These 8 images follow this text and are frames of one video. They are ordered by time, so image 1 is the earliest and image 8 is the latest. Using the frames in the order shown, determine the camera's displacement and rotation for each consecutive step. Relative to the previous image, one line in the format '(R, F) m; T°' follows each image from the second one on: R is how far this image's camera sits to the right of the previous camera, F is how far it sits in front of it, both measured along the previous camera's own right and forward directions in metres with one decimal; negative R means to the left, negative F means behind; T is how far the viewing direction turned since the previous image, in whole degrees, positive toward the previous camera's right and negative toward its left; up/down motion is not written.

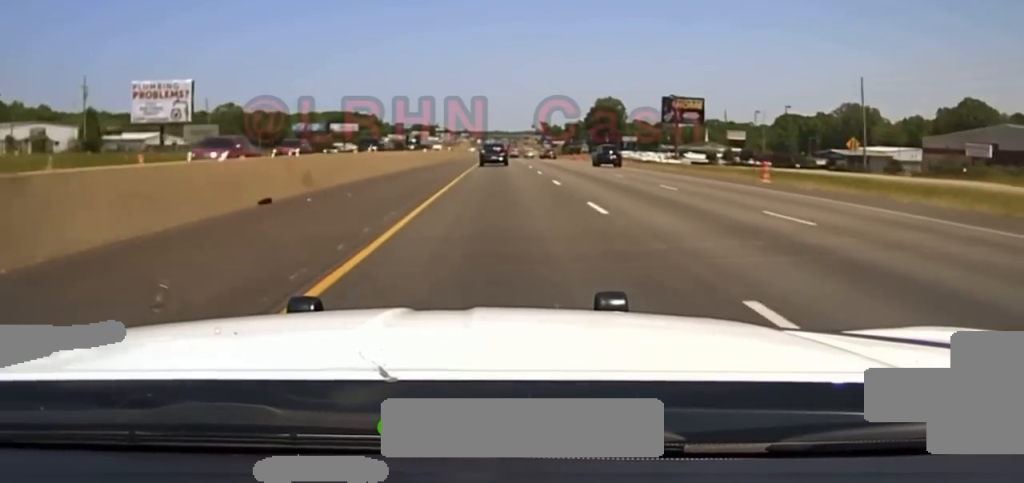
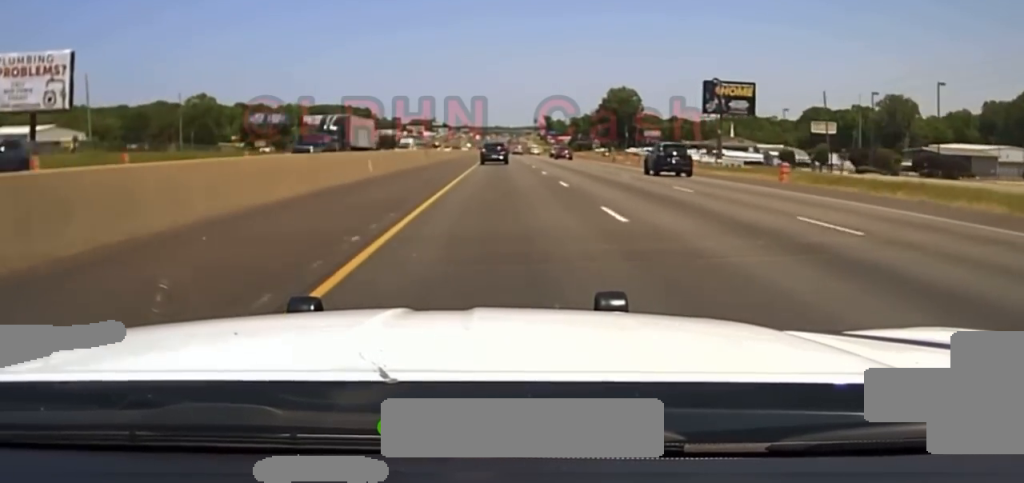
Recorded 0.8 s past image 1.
(0.0, +44.7) m; 0°
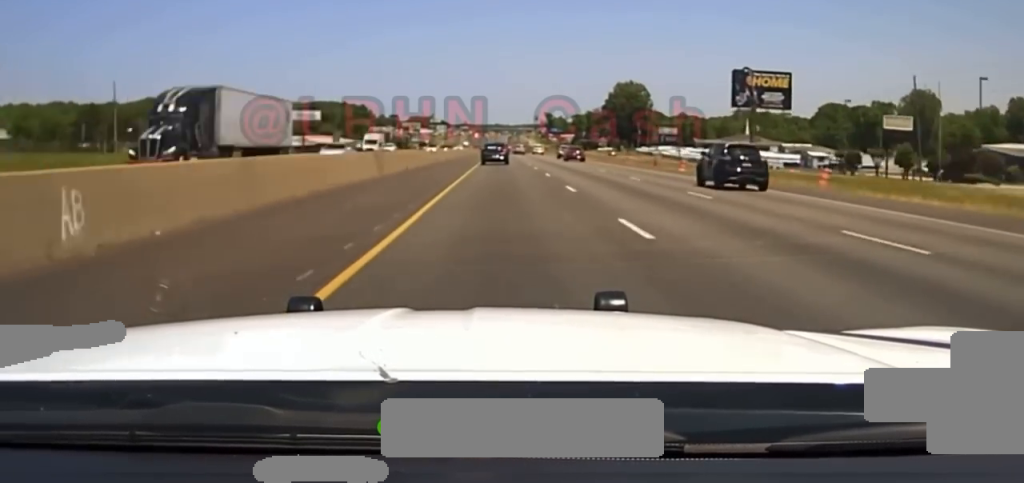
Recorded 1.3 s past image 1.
(0.0, +23.8) m; 0°
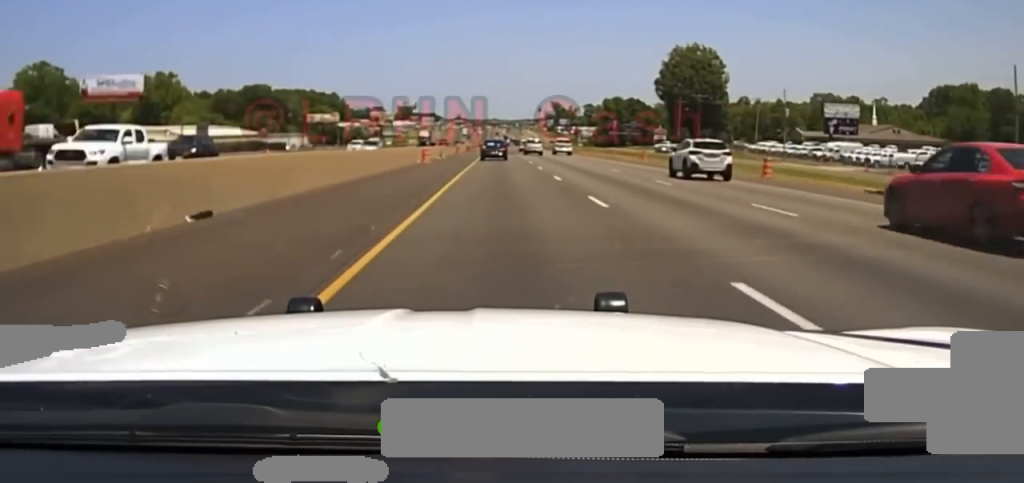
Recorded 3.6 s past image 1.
(-0.9, +137.4) m; 0°
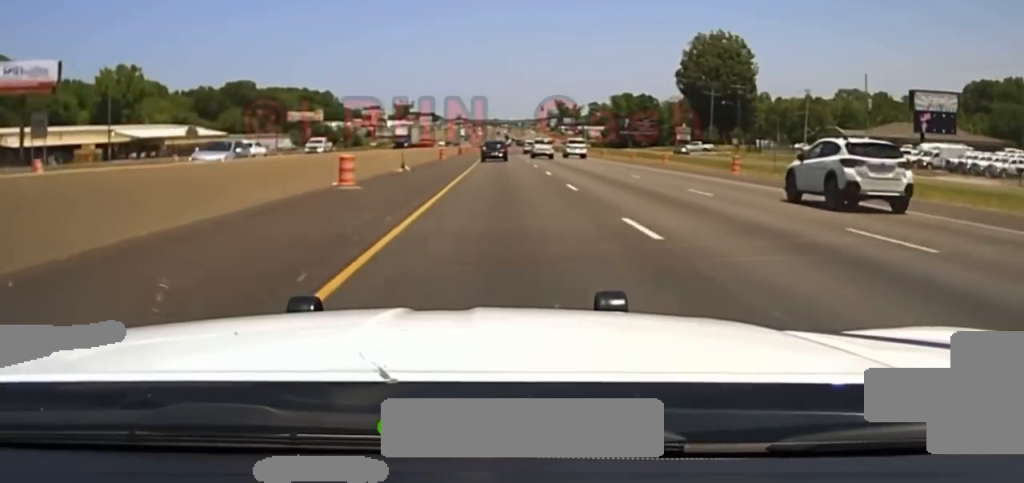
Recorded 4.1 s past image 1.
(+0.1, +30.5) m; 0°
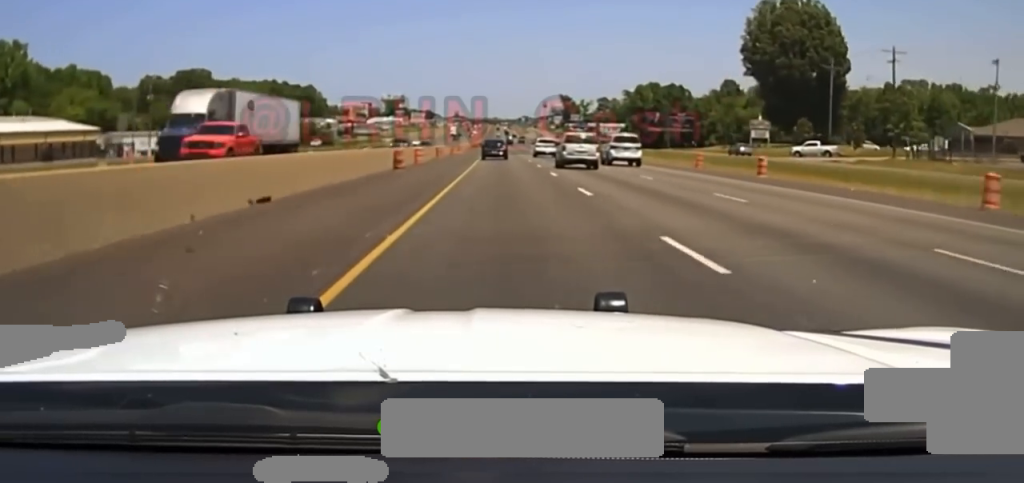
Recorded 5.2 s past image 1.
(+0.1, +66.8) m; 0°
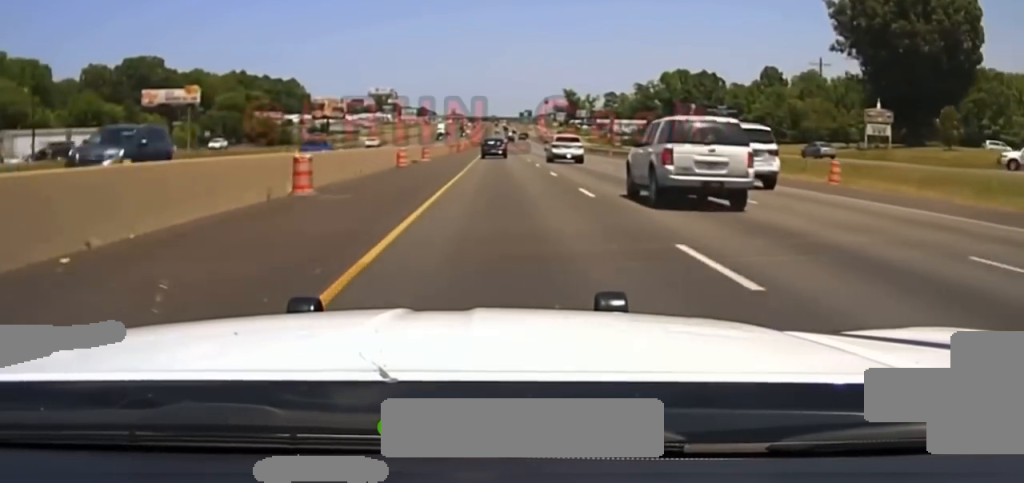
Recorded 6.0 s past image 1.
(+0.1, +54.4) m; 0°
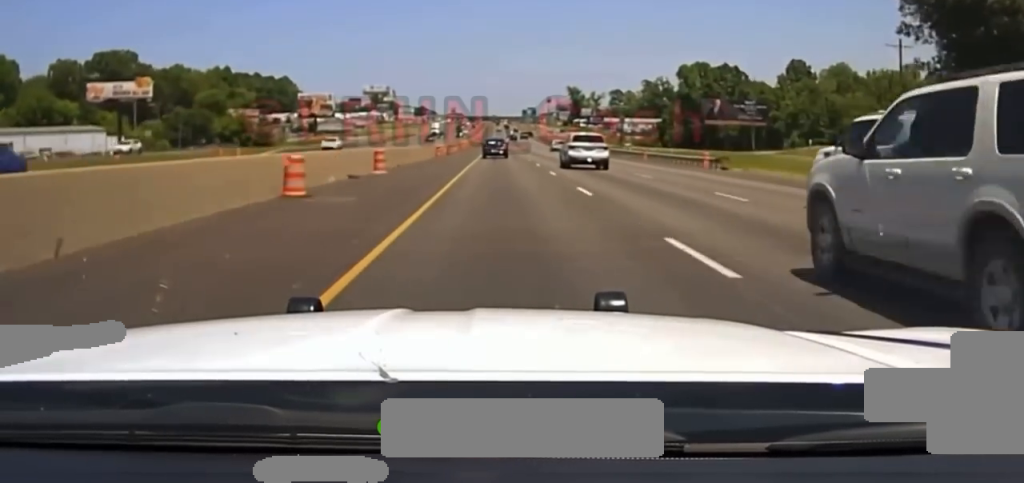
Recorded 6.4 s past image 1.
(0.0, +22.9) m; 0°
